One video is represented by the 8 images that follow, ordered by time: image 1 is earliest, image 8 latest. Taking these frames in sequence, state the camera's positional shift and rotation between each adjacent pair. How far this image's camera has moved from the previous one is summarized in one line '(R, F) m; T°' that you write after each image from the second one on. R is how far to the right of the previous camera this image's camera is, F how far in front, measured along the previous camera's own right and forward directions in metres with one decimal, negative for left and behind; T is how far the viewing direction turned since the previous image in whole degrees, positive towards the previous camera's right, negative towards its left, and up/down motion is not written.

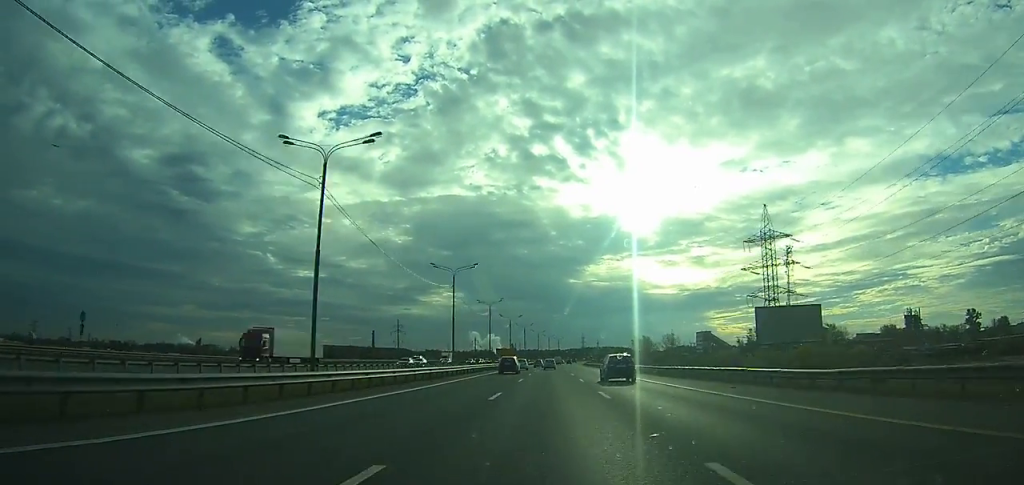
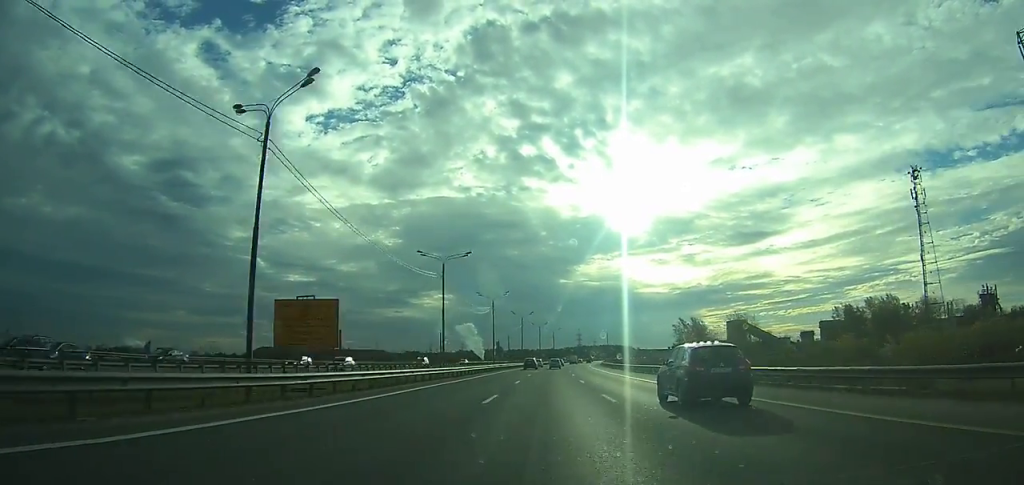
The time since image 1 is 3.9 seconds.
(-2.0, +95.8) m; -1°
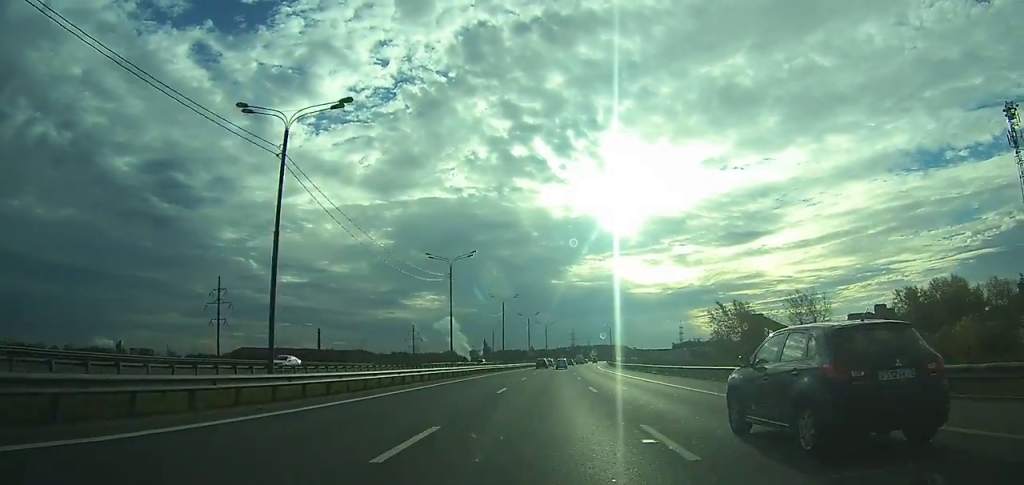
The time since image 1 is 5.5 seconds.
(+0.1, +42.2) m; 0°
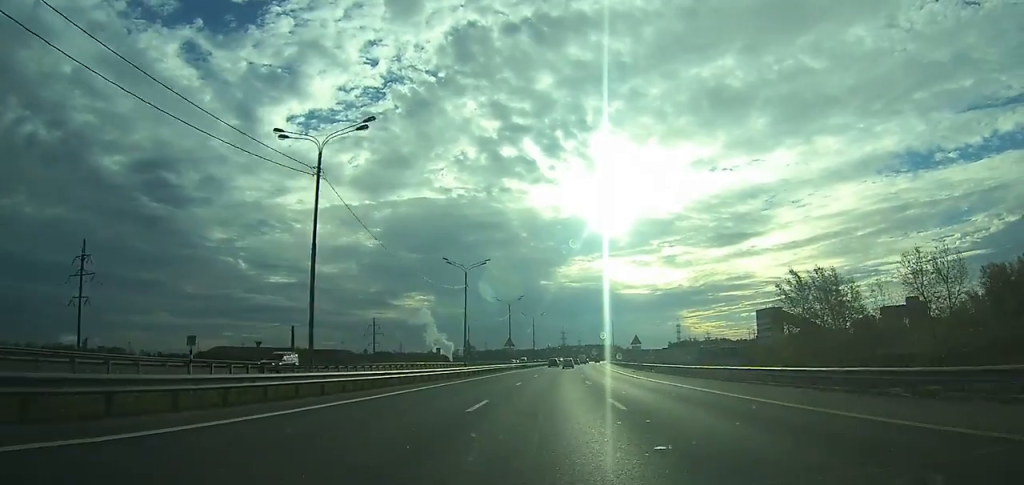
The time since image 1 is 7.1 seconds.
(0.0, +40.5) m; +1°
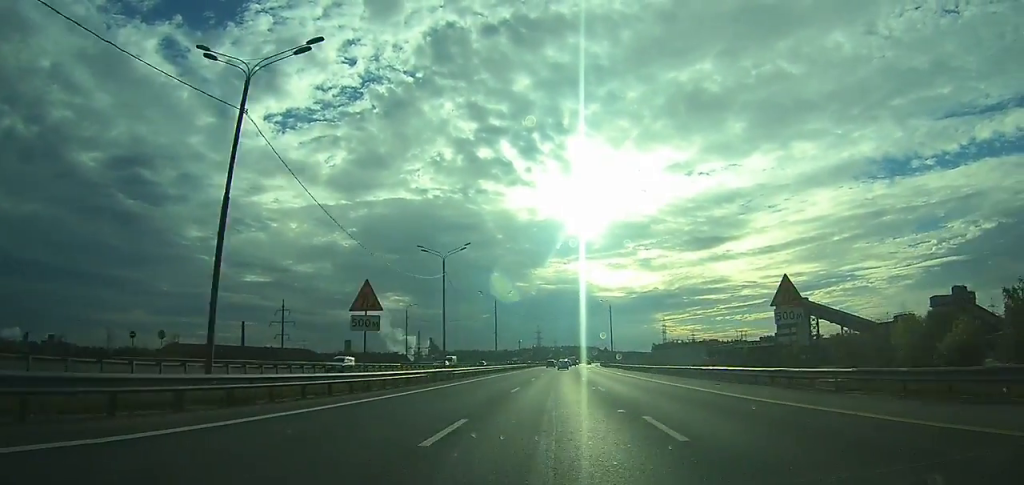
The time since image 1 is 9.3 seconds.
(+0.6, +53.7) m; +2°
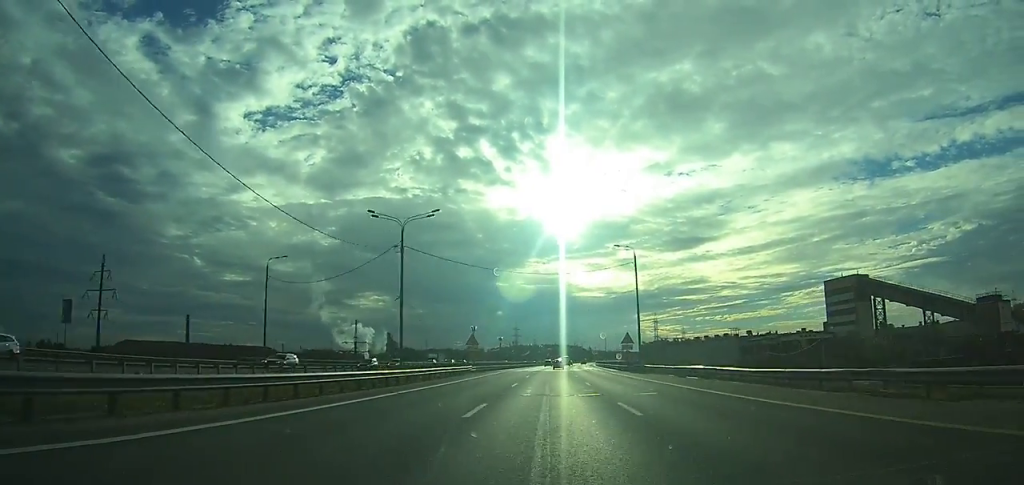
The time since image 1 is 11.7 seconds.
(+1.3, +59.9) m; +2°
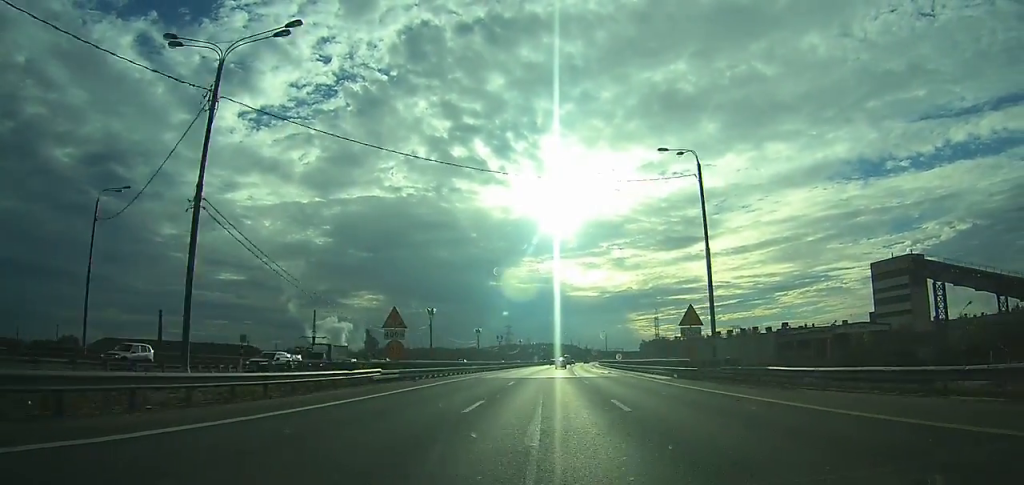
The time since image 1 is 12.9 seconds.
(+0.4, +31.1) m; +1°
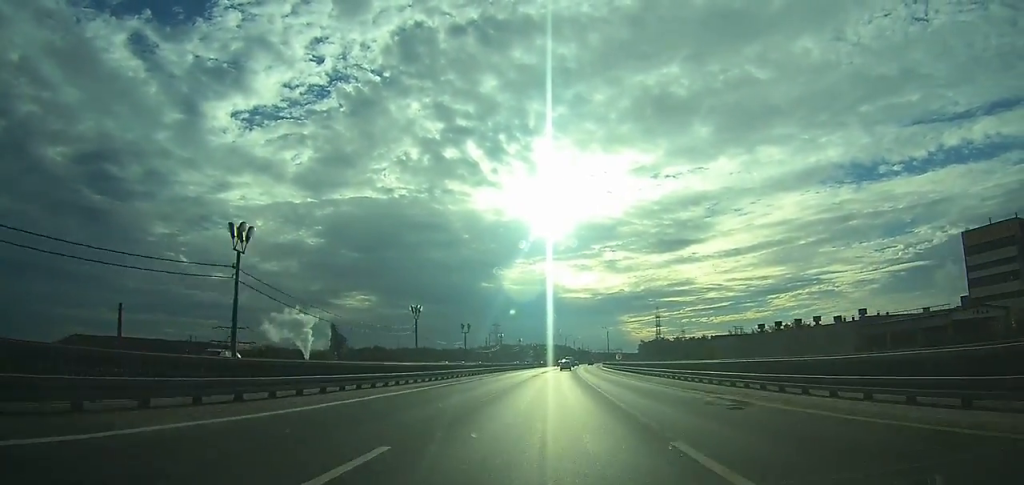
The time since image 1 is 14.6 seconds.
(+0.4, +40.5) m; +1°
